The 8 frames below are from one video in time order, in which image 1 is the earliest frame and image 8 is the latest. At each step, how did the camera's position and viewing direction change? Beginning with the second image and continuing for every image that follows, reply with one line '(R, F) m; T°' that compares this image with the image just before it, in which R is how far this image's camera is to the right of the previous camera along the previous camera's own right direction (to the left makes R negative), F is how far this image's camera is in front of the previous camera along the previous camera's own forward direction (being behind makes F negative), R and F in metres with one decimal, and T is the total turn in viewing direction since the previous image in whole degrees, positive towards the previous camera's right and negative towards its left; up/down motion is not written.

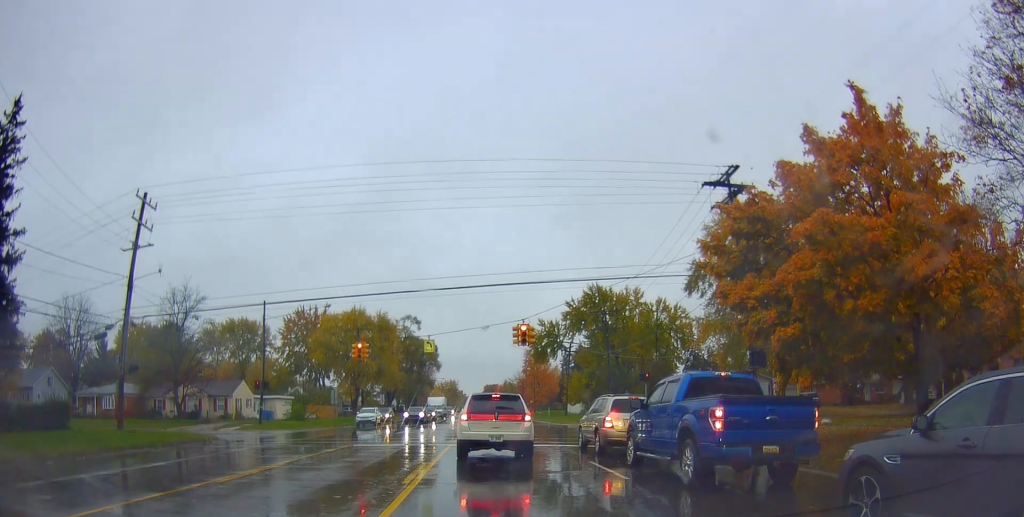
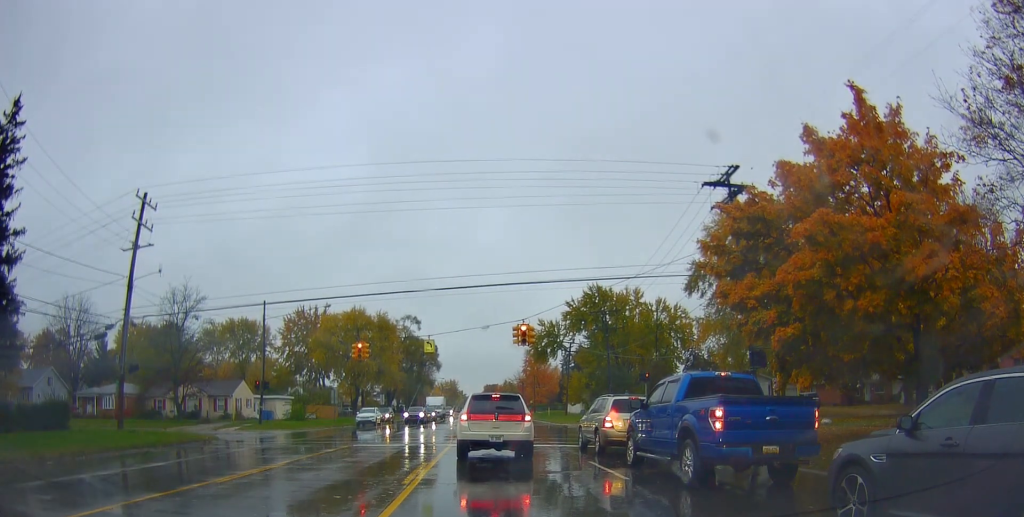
(0.0, +0.2) m; 0°
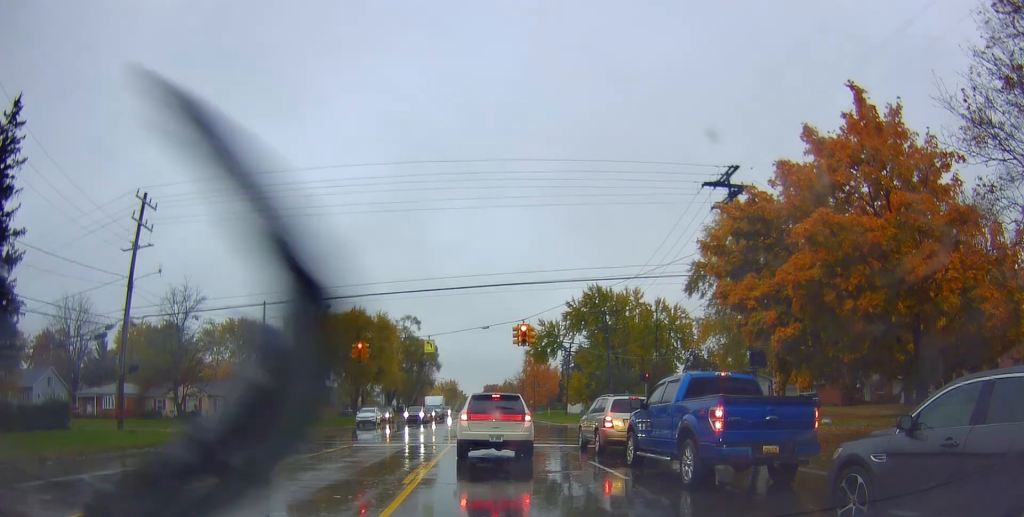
(0.0, +0.3) m; 0°
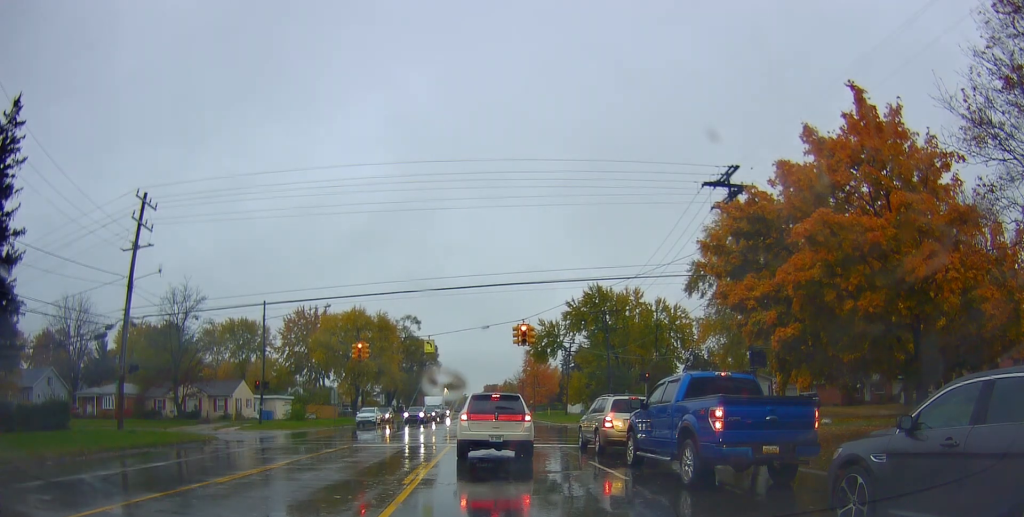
(0.0, +0.2) m; 0°
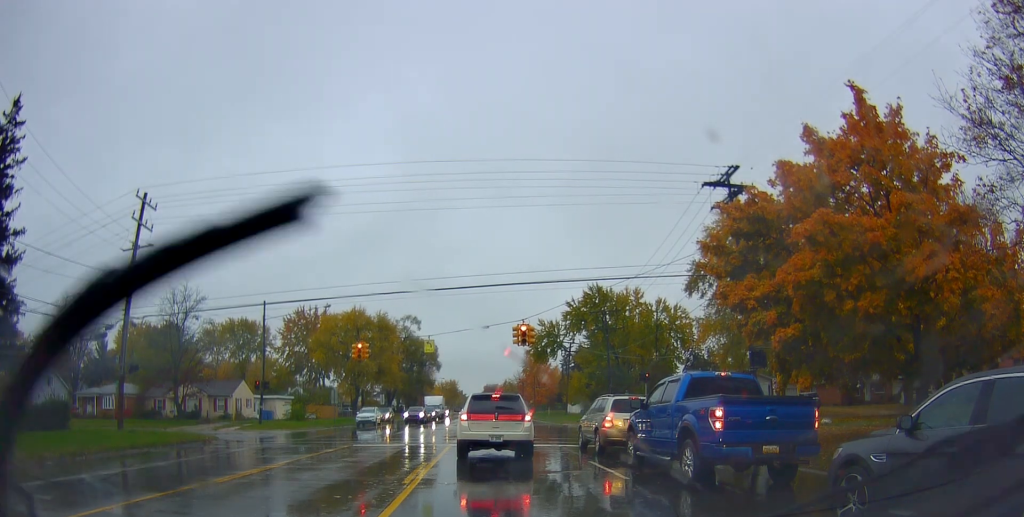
(0.0, 0.0) m; 0°
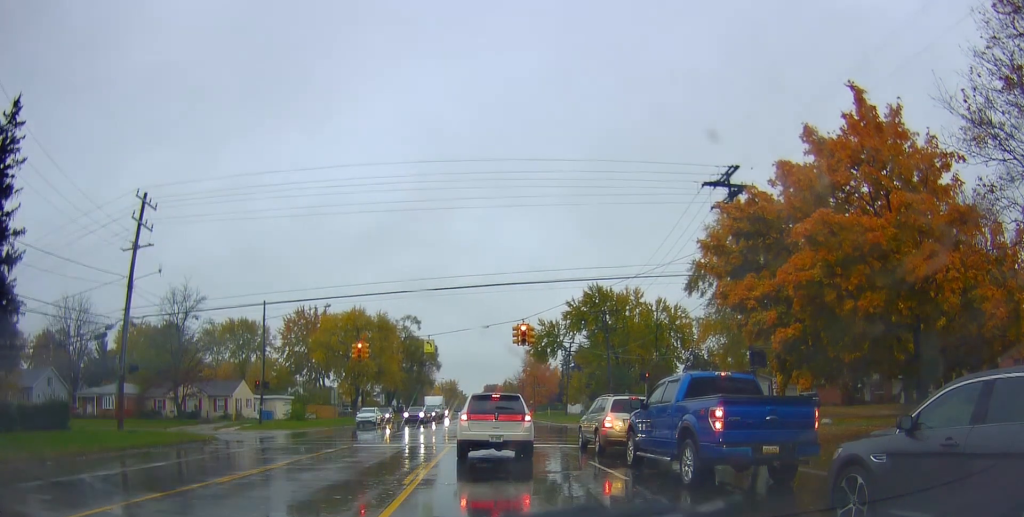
(0.0, 0.0) m; 0°
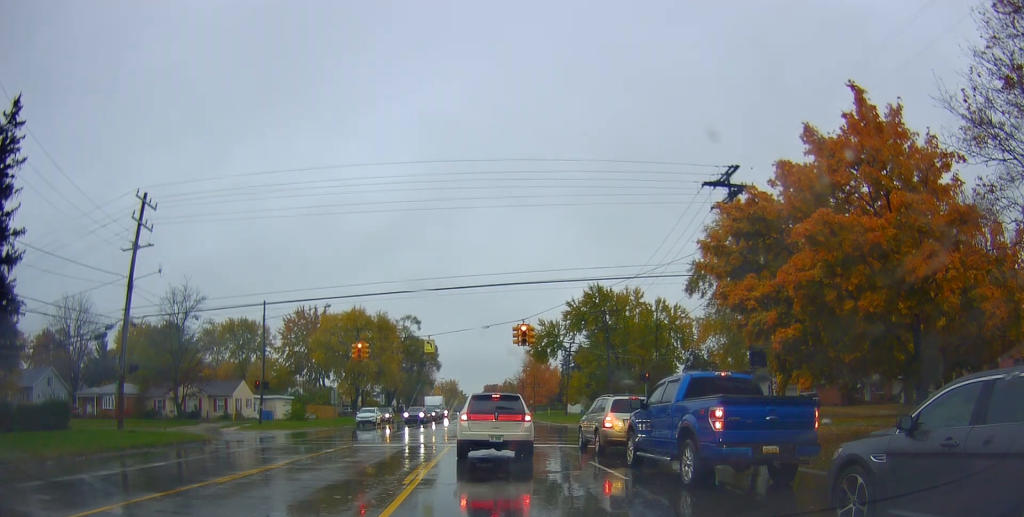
(0.0, 0.0) m; 0°
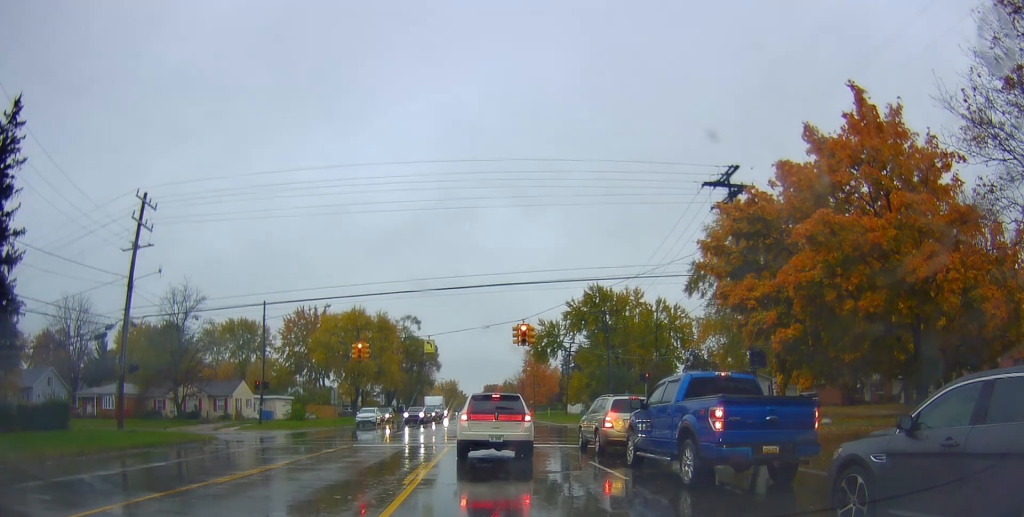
(0.0, 0.0) m; 0°
